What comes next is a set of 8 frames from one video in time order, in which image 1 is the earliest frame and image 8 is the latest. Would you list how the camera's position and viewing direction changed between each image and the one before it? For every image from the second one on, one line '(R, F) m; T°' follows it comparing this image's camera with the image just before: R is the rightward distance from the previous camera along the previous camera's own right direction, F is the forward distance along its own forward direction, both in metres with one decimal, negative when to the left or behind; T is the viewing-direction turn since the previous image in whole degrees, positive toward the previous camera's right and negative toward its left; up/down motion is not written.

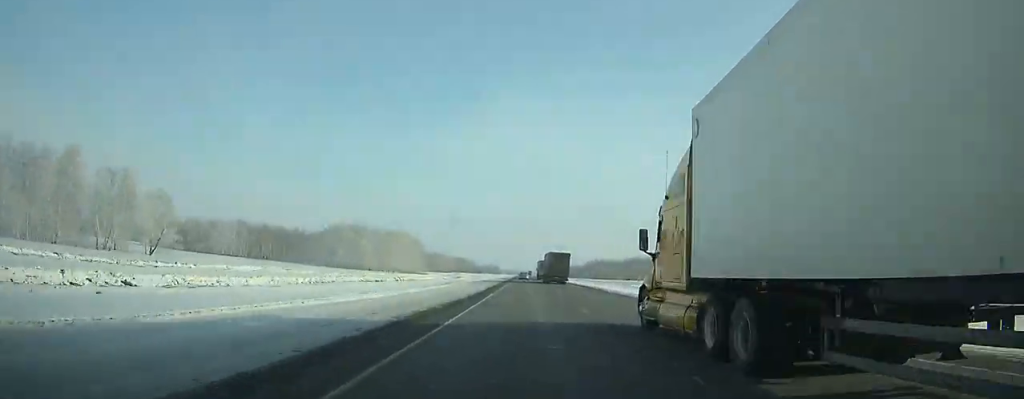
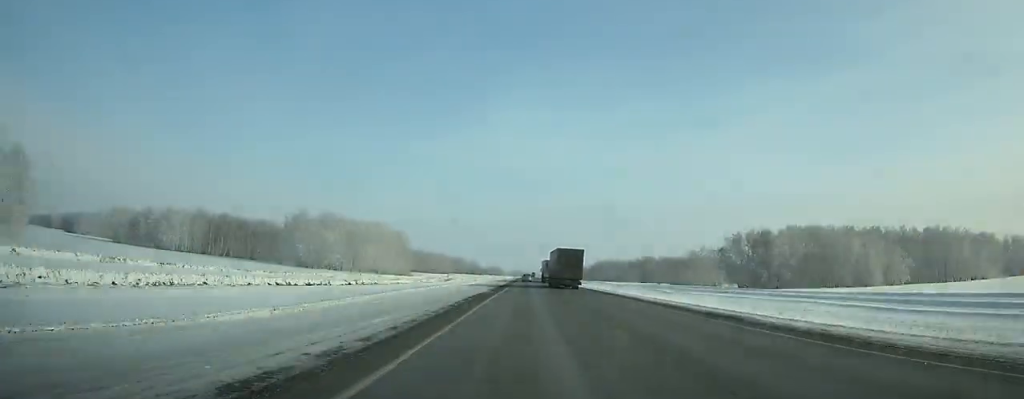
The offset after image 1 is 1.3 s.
(0.0, +44.5) m; 0°
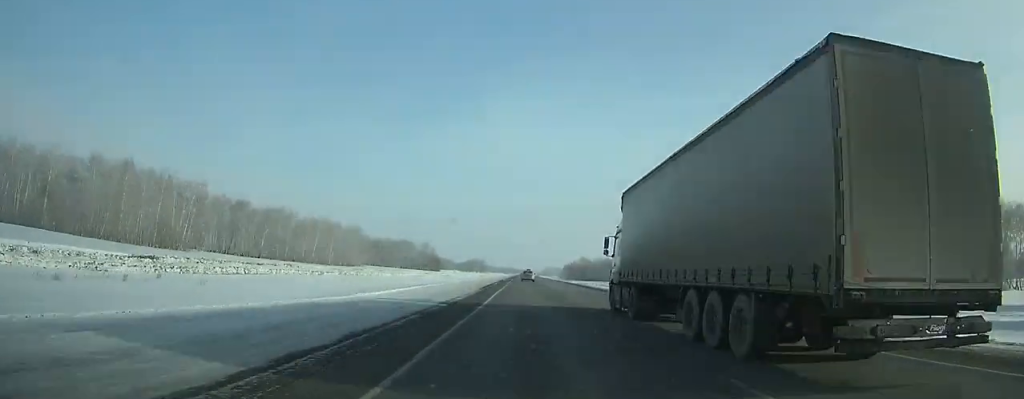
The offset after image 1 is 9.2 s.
(+0.5, +270.5) m; +1°
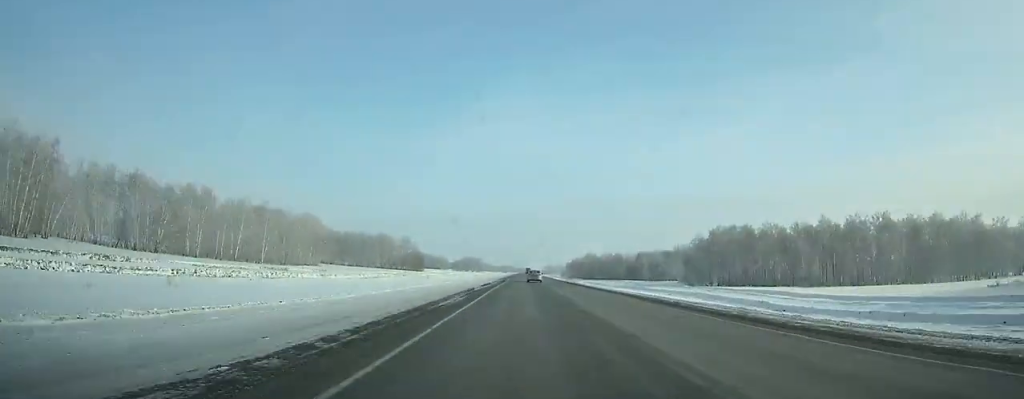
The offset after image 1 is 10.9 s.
(0.0, +56.7) m; 0°
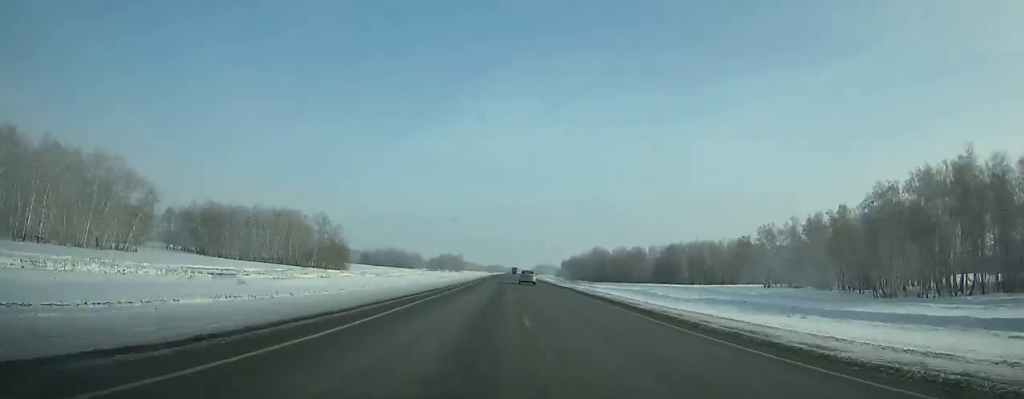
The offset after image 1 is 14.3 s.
(+1.0, +109.9) m; 0°
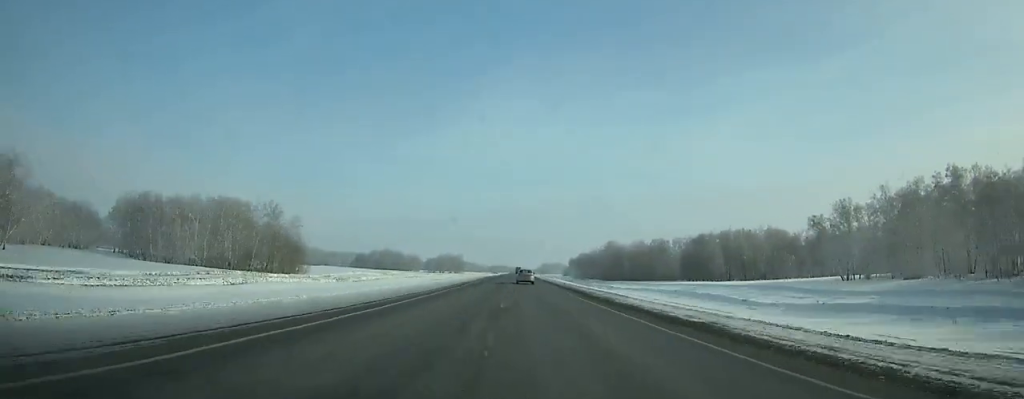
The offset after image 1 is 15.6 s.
(-0.2, +40.4) m; 0°
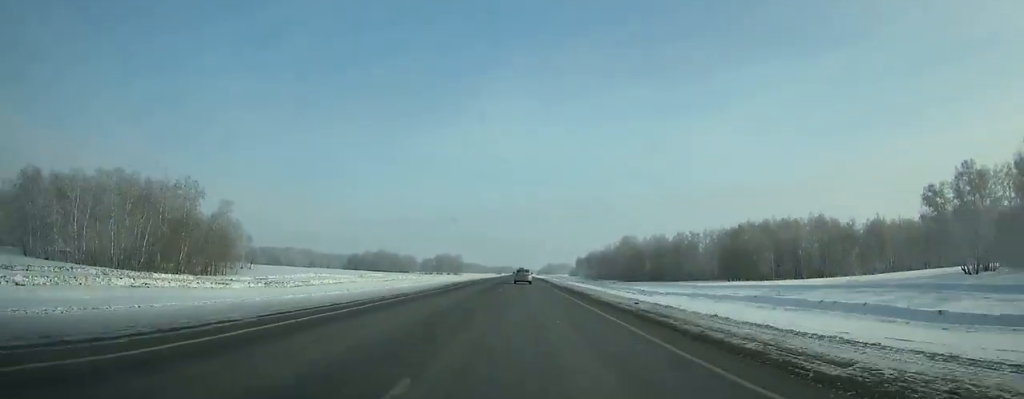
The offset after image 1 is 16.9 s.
(-0.1, +40.0) m; 0°
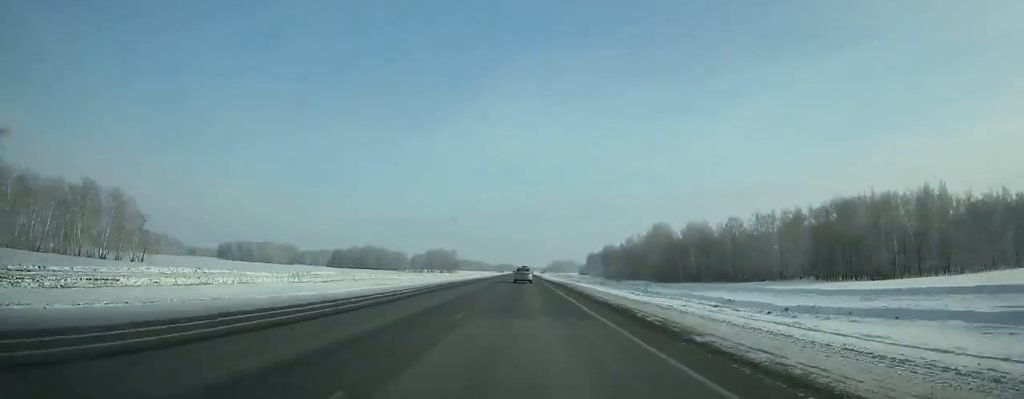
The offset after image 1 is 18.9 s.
(-0.2, +59.9) m; 0°
